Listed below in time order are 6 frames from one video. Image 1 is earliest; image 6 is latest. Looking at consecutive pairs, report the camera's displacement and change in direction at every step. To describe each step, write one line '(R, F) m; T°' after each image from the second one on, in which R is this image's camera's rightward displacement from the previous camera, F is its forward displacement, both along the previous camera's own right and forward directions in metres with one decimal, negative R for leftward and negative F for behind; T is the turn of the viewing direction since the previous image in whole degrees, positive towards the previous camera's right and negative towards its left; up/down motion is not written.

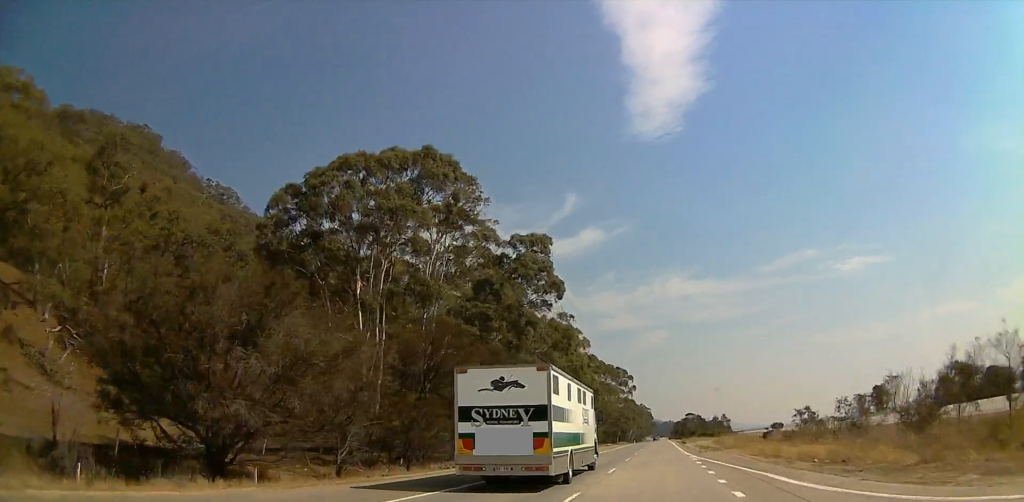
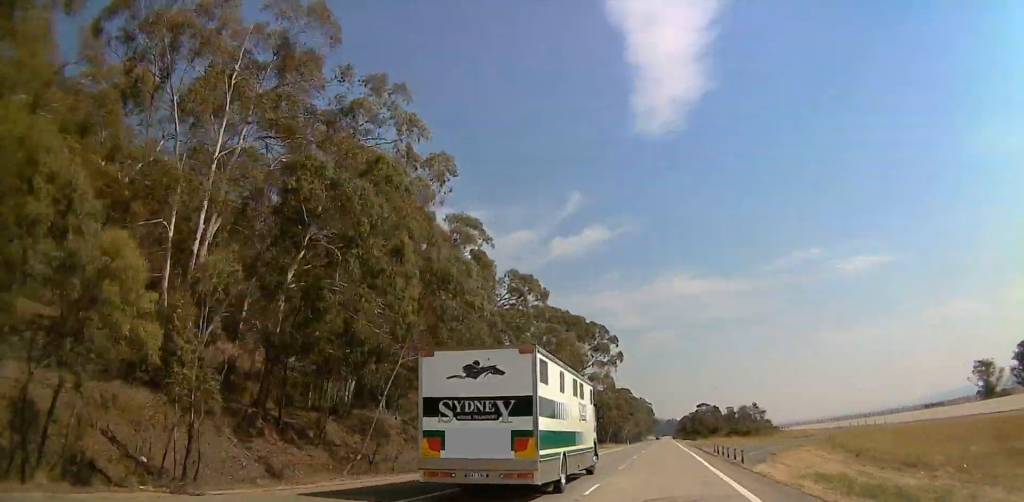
(0.0, +52.1) m; 0°
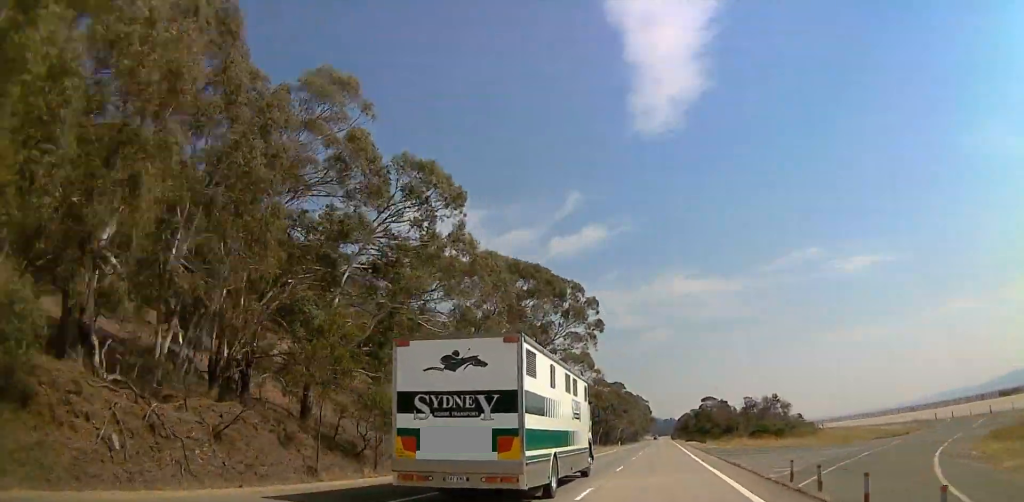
(0.0, +24.2) m; 0°
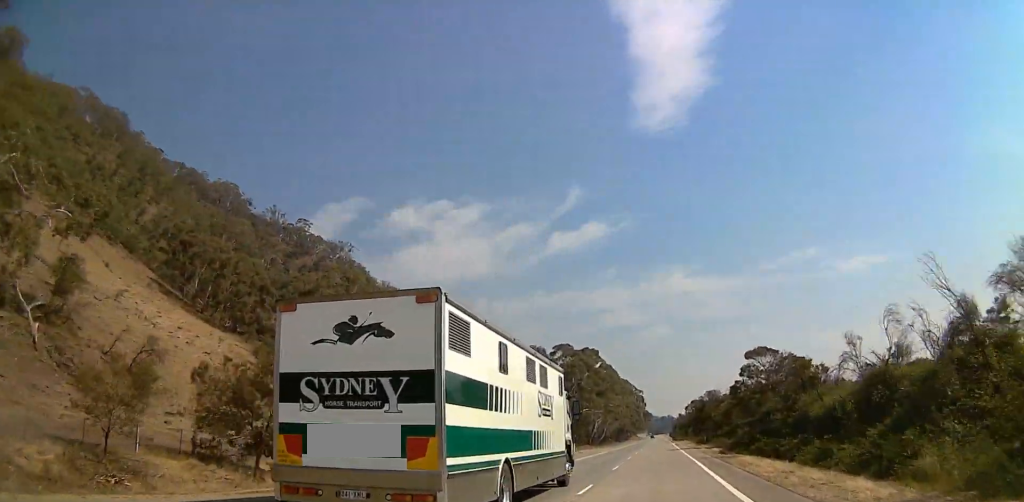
(-0.1, +70.5) m; 0°
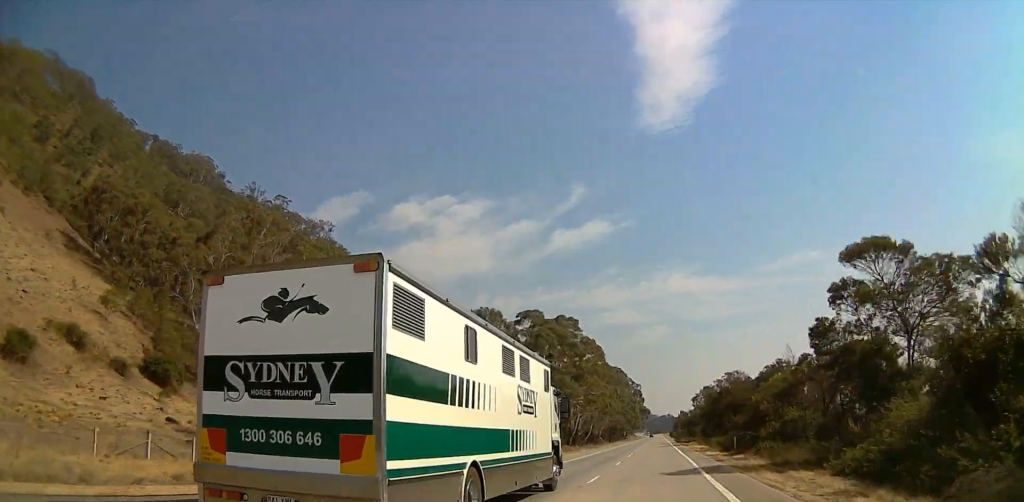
(0.0, +32.9) m; 0°
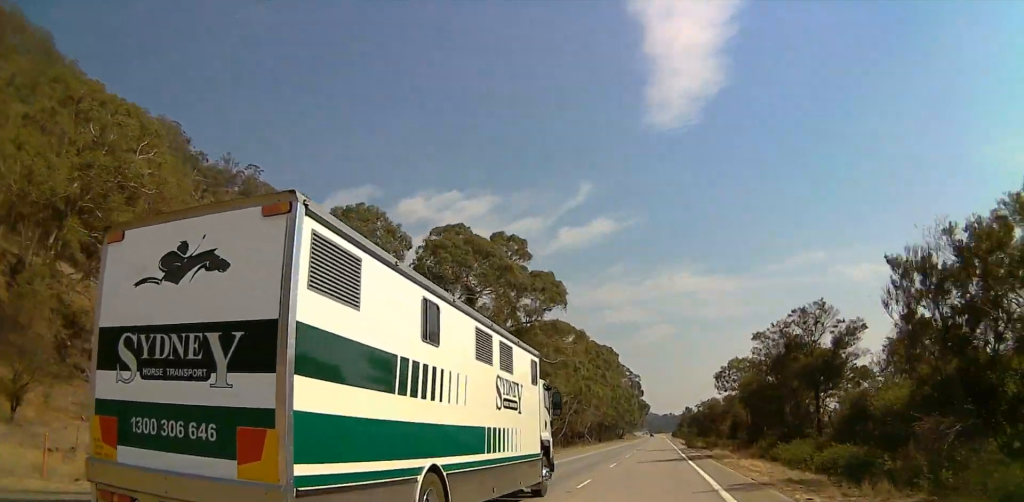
(0.0, +40.4) m; 0°
